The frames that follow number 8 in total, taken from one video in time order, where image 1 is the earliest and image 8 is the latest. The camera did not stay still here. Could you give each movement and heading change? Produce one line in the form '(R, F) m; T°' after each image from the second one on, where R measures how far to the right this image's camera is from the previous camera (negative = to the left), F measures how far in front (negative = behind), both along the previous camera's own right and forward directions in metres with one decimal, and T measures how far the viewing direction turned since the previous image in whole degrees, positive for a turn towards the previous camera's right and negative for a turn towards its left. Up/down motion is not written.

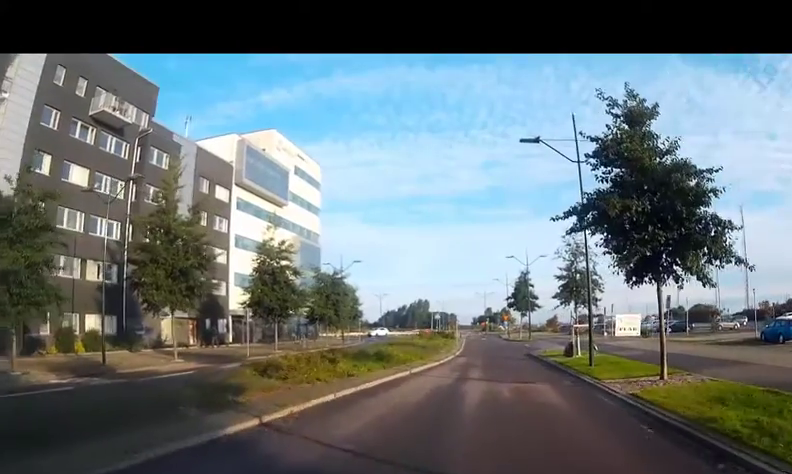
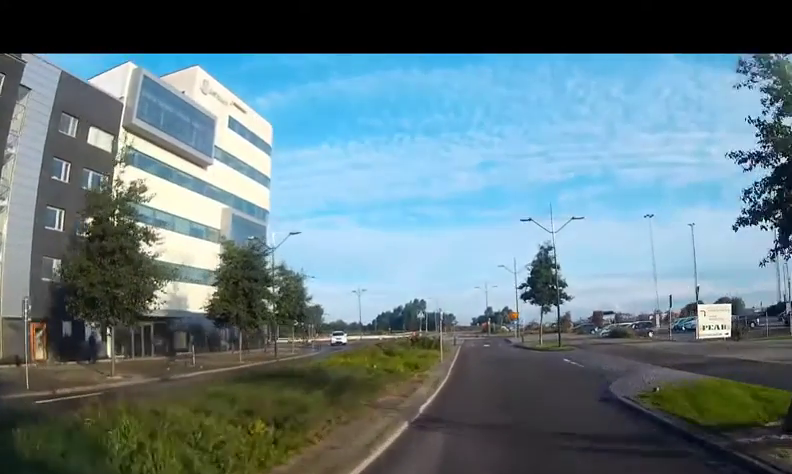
(+0.5, +17.8) m; +2°
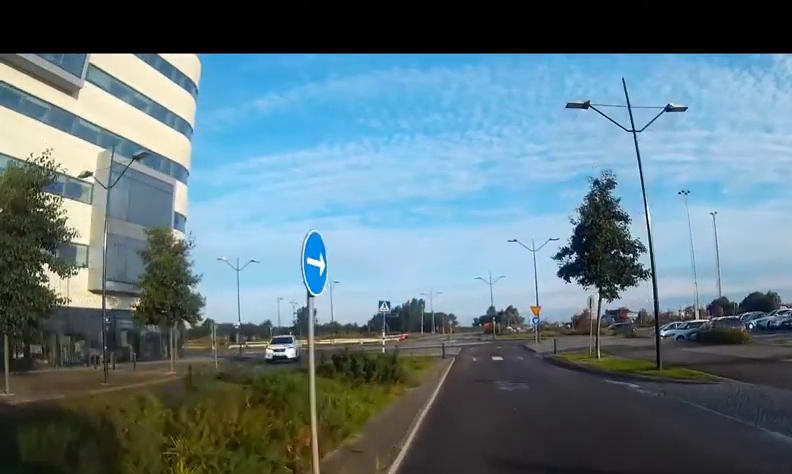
(-0.2, +18.1) m; -3°
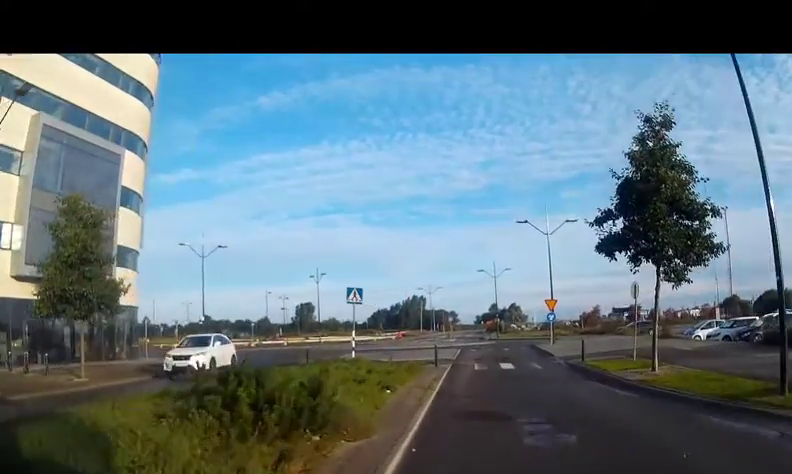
(-0.3, +7.1) m; -2°
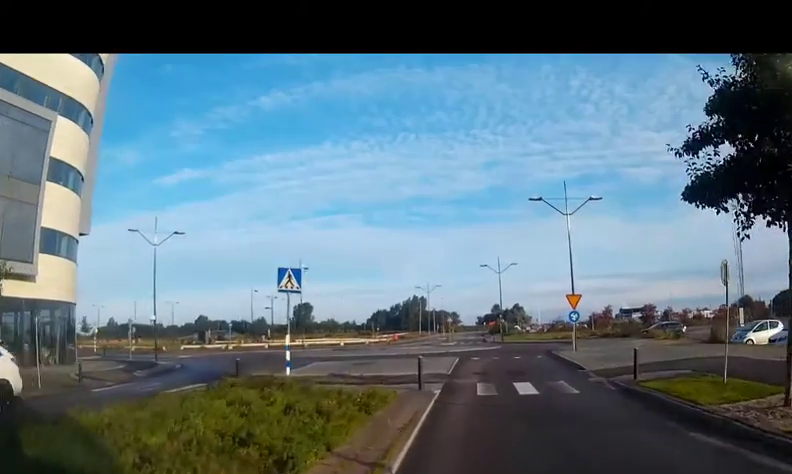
(0.0, +6.8) m; -1°
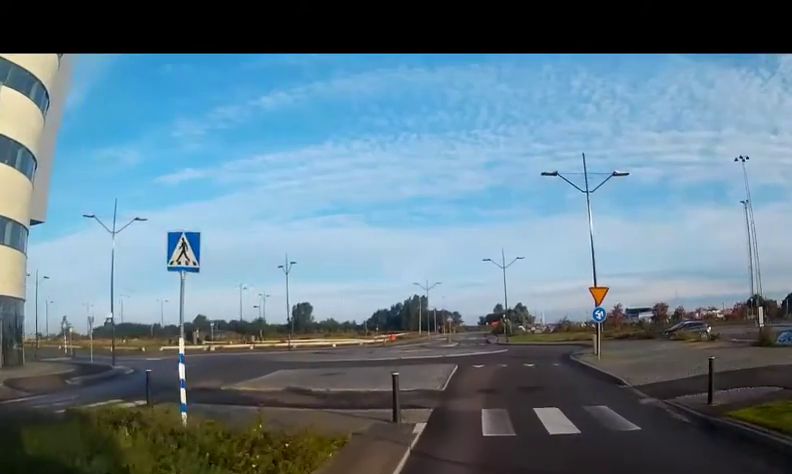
(+0.1, +5.3) m; 0°
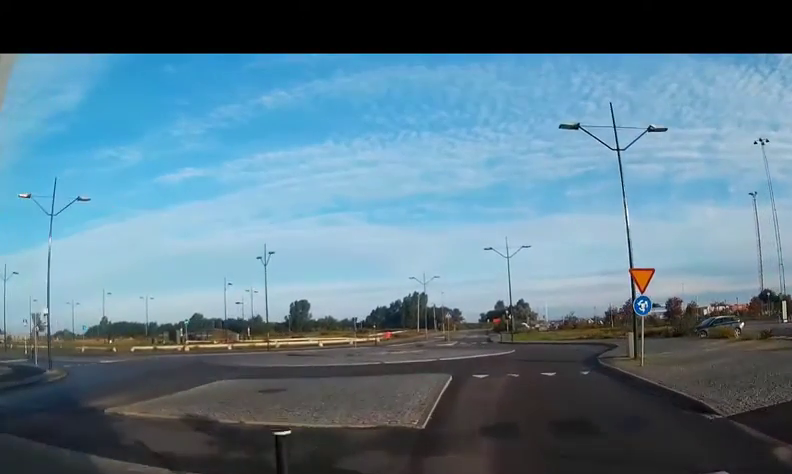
(-0.1, +5.4) m; 0°
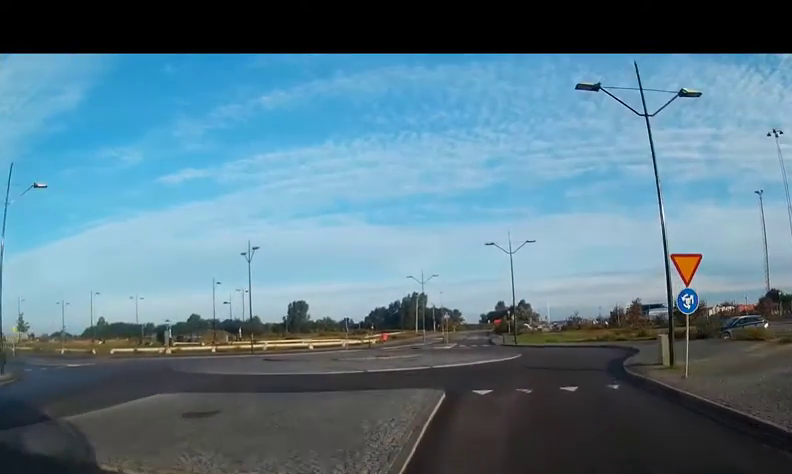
(0.0, +3.9) m; 0°
